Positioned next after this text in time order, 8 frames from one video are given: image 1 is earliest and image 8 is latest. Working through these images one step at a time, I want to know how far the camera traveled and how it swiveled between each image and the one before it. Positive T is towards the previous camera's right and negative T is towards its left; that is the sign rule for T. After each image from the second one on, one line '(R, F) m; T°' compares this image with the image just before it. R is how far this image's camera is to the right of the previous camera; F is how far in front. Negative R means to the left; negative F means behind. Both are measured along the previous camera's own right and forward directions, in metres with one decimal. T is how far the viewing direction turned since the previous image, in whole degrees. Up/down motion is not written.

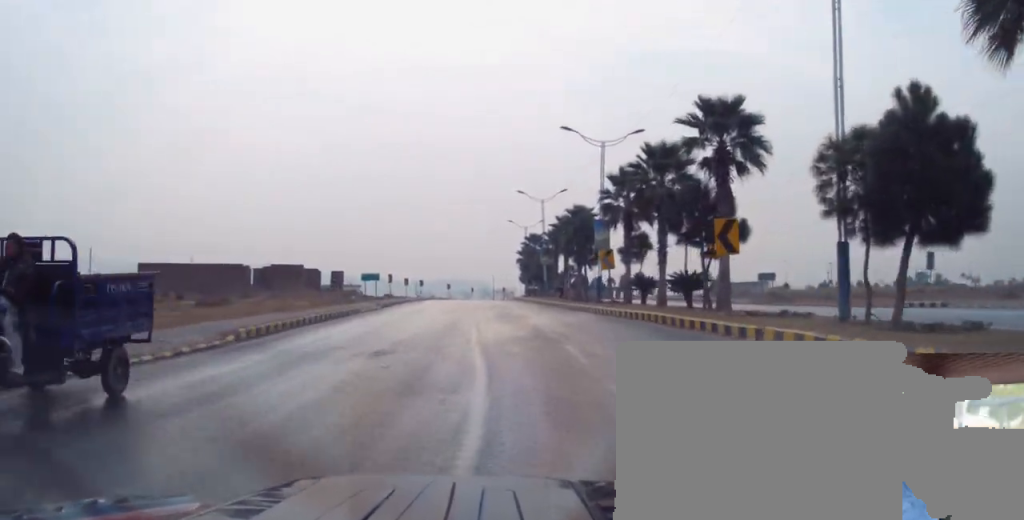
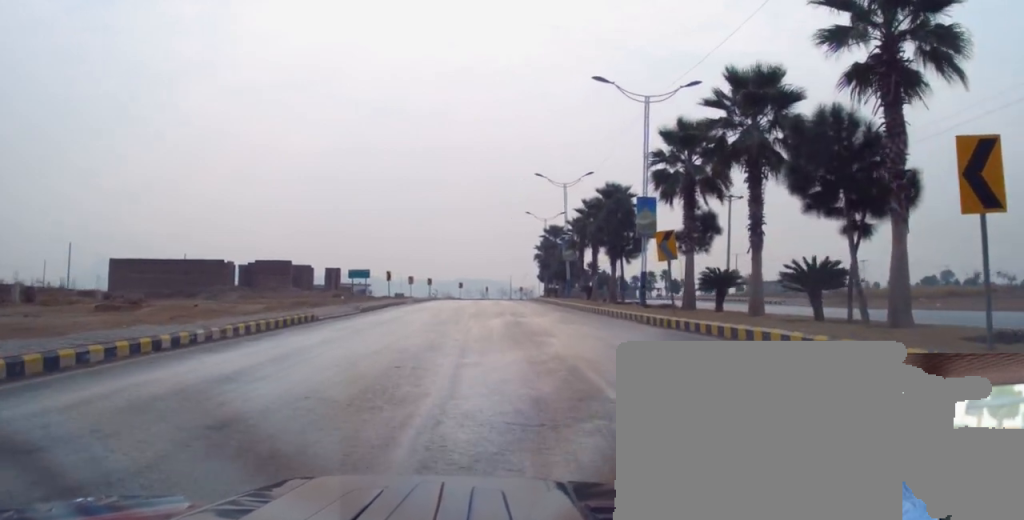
(-0.1, +10.5) m; -4°
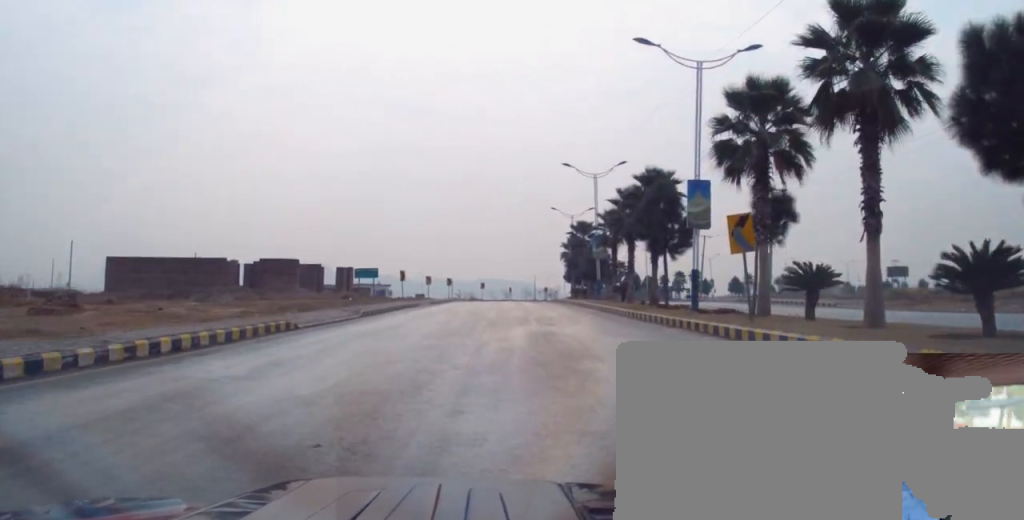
(-0.2, +5.4) m; 0°
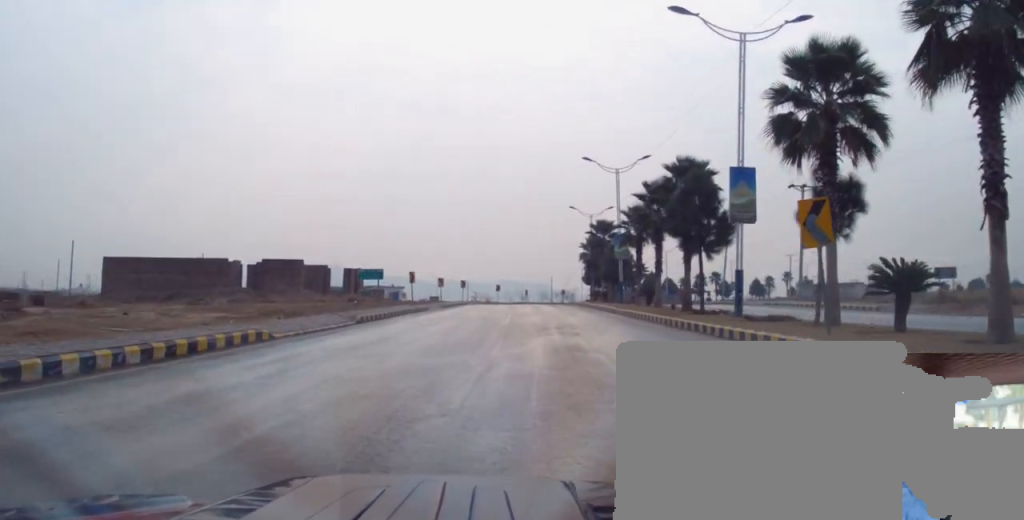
(0.0, +3.8) m; 0°
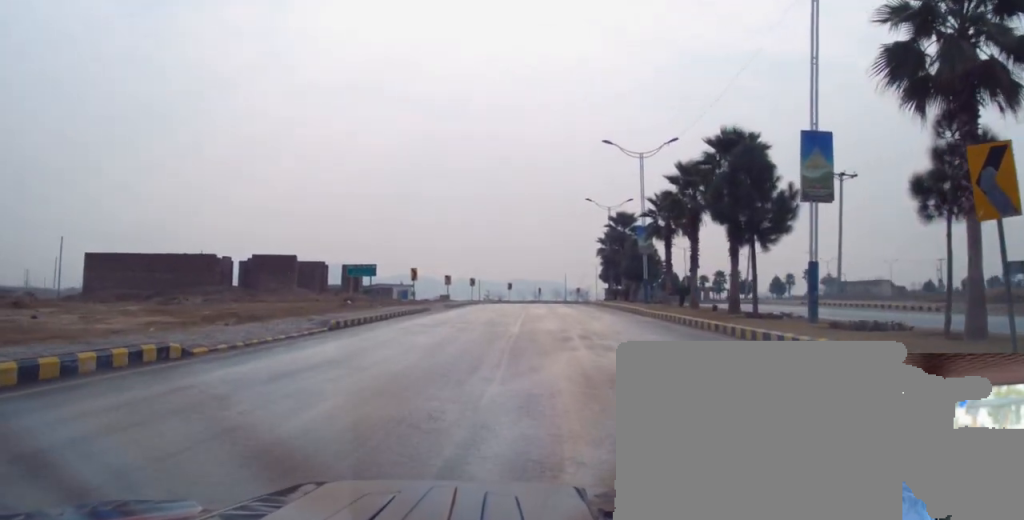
(+0.2, +5.6) m; 0°
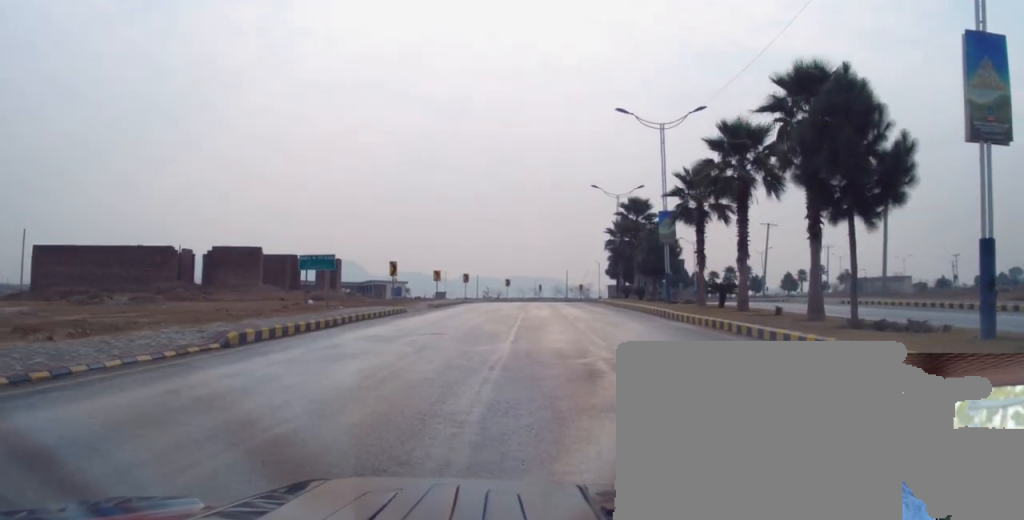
(-0.3, +8.1) m; -2°
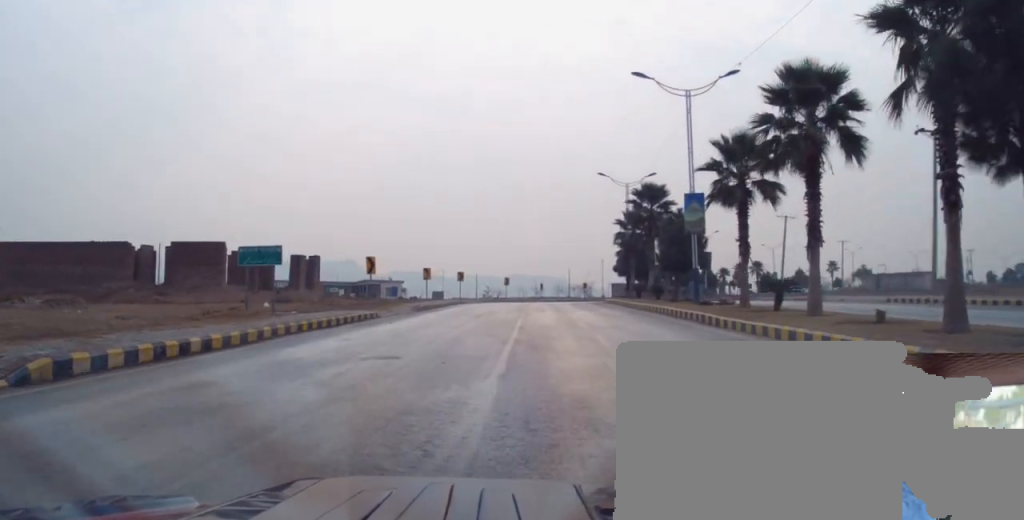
(0.0, +6.5) m; 0°
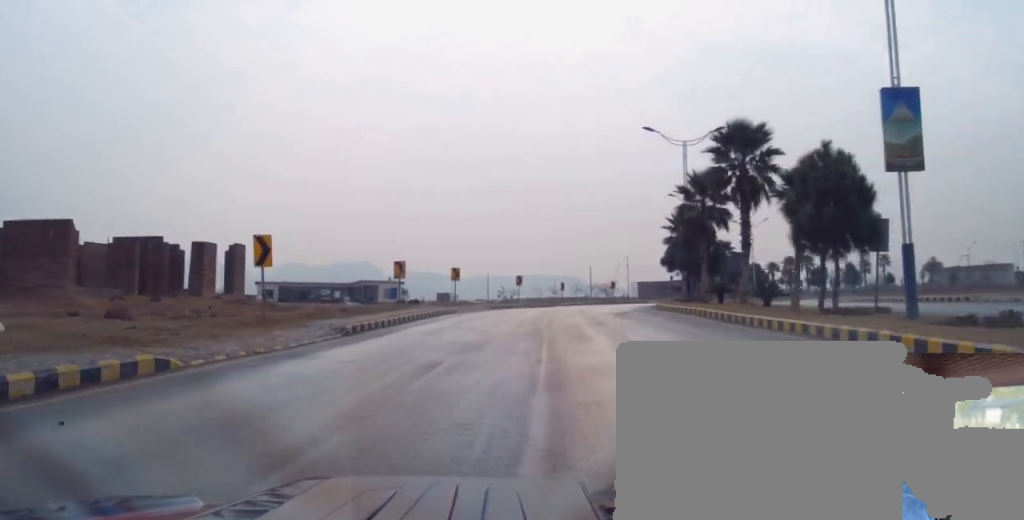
(0.0, +17.9) m; +2°
